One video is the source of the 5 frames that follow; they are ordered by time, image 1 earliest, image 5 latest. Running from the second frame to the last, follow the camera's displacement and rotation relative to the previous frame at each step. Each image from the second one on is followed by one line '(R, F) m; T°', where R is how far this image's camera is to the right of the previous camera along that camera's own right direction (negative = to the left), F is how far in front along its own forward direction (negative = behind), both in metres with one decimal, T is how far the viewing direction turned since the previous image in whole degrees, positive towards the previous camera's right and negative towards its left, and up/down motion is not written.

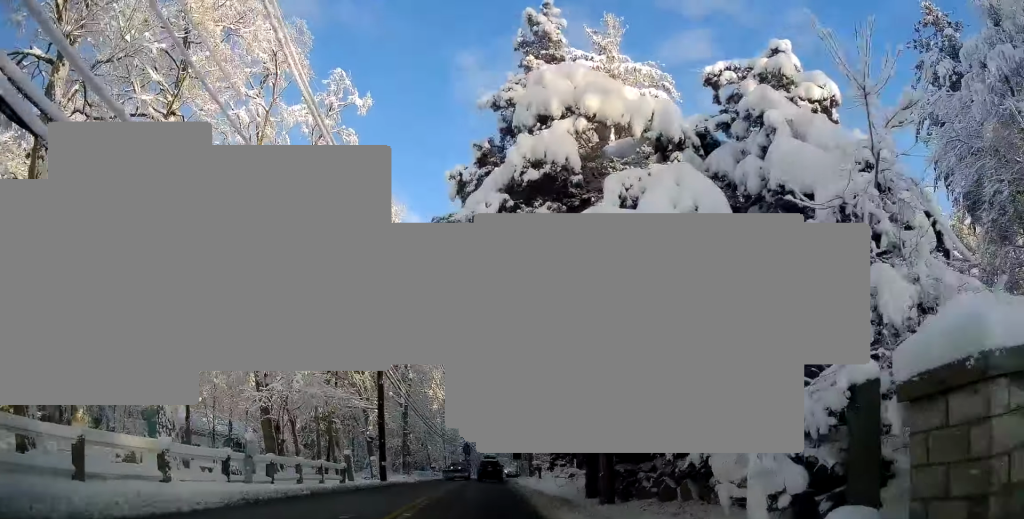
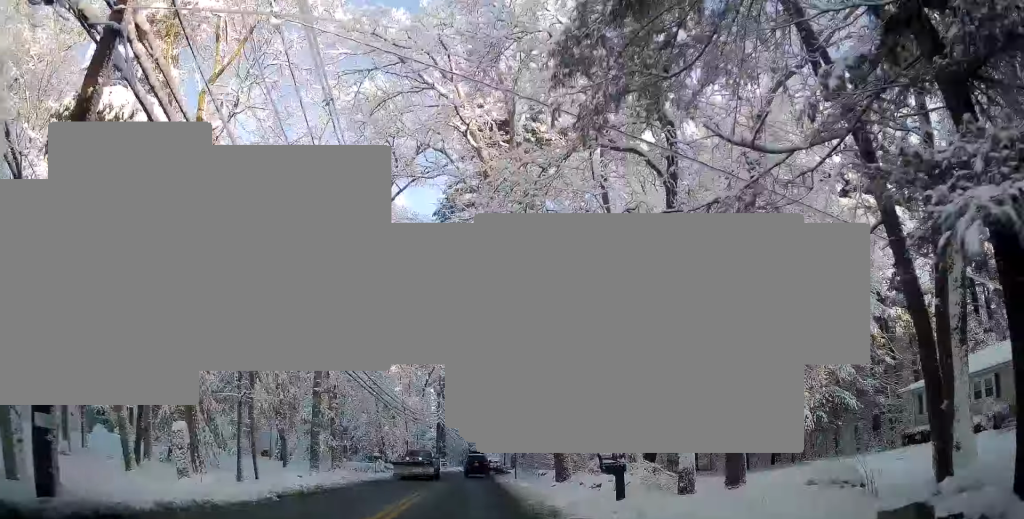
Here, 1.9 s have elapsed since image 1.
(+0.9, +24.1) m; +3°
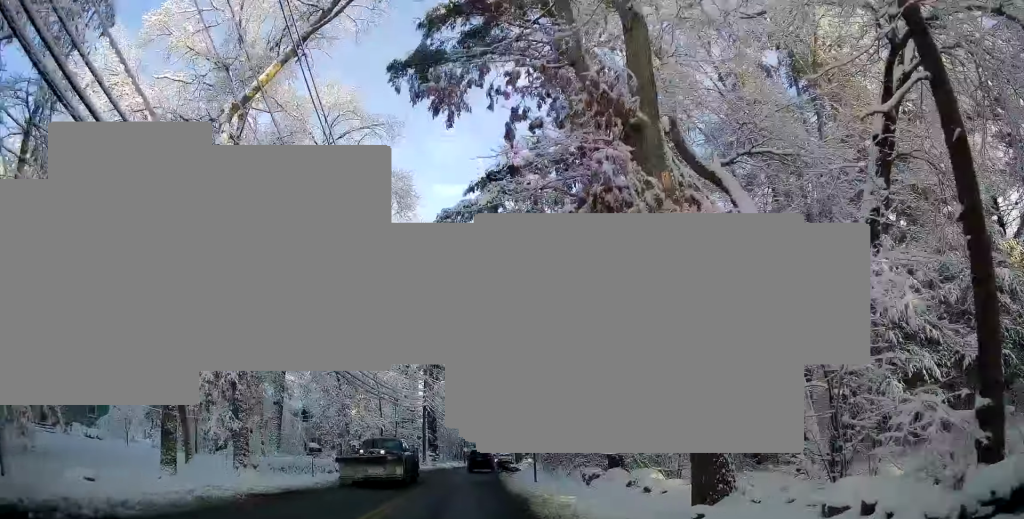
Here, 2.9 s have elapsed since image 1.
(-0.1, +13.2) m; 0°
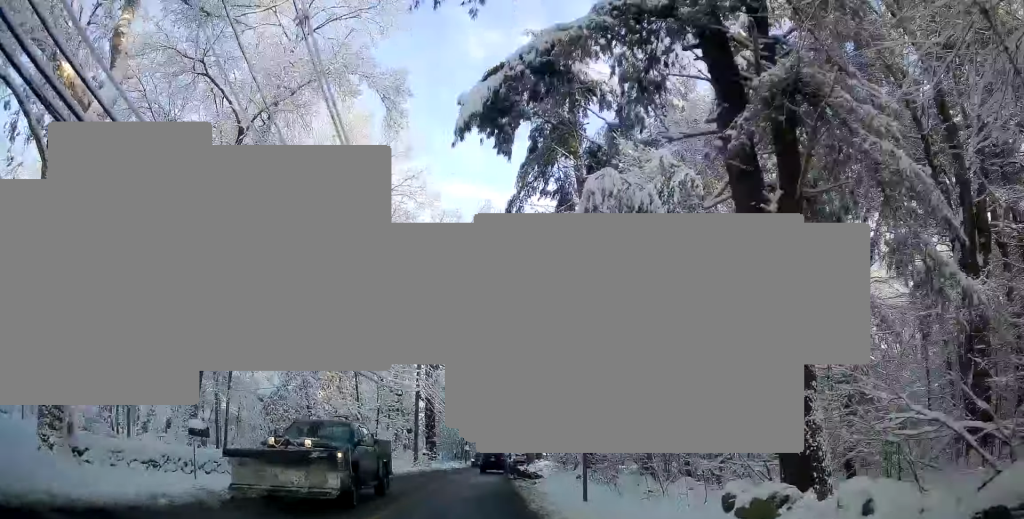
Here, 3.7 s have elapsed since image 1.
(0.0, +9.9) m; +1°
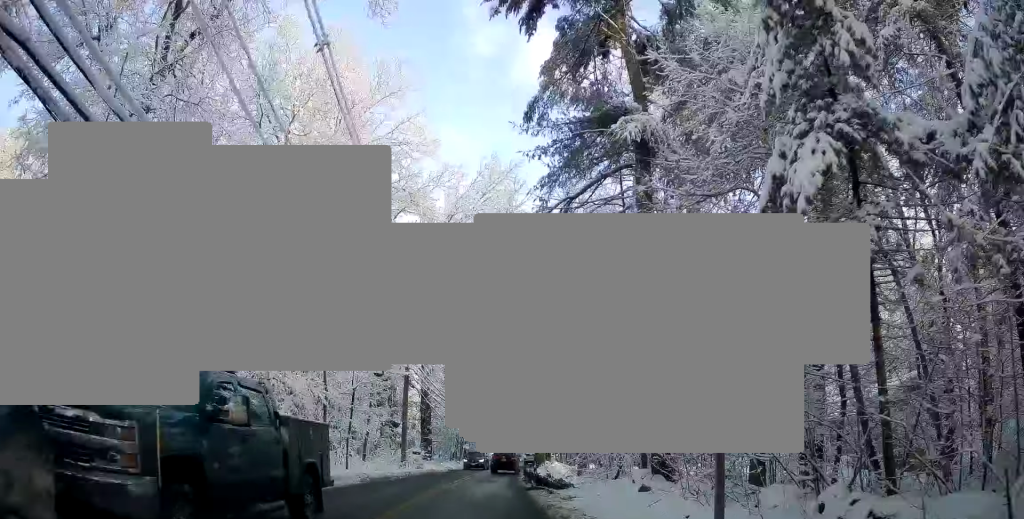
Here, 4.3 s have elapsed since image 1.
(+0.3, +7.5) m; +1°
